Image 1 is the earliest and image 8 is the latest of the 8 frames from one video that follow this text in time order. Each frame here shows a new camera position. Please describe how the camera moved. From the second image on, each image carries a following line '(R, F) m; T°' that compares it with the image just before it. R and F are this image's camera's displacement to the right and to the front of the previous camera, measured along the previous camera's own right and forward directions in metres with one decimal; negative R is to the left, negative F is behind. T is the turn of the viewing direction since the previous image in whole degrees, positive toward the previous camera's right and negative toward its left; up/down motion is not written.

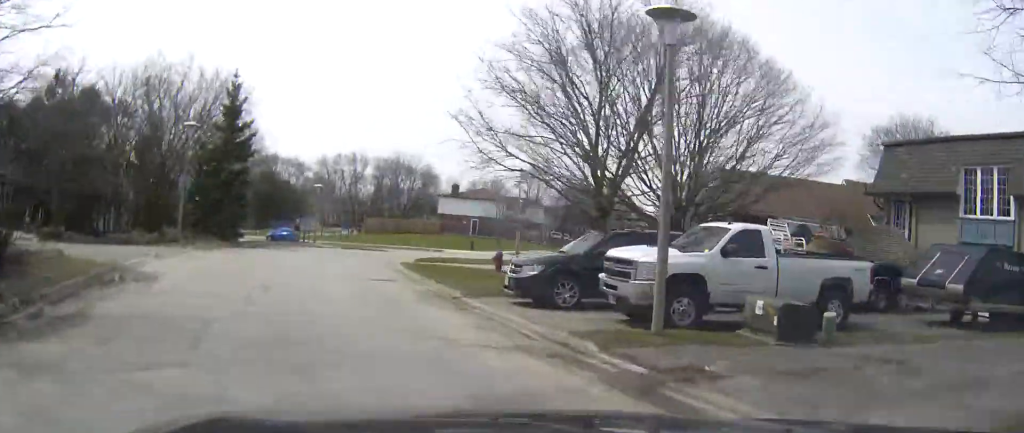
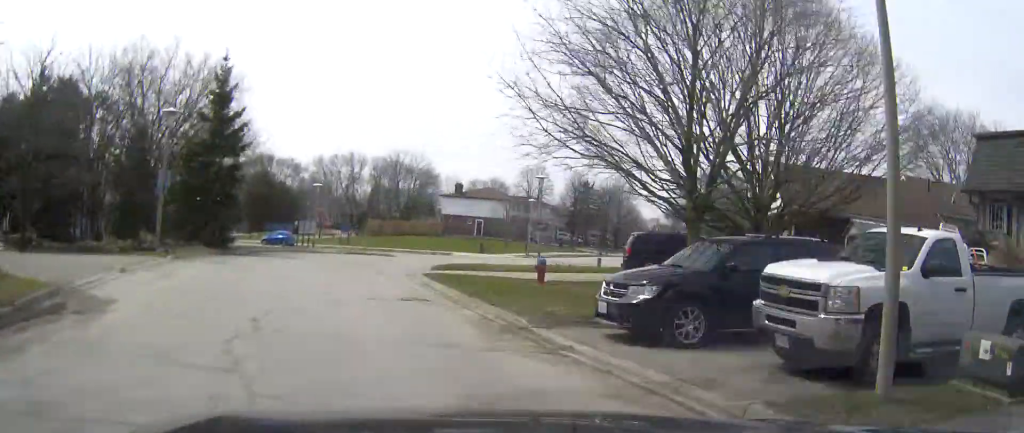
(0.0, +4.8) m; +1°
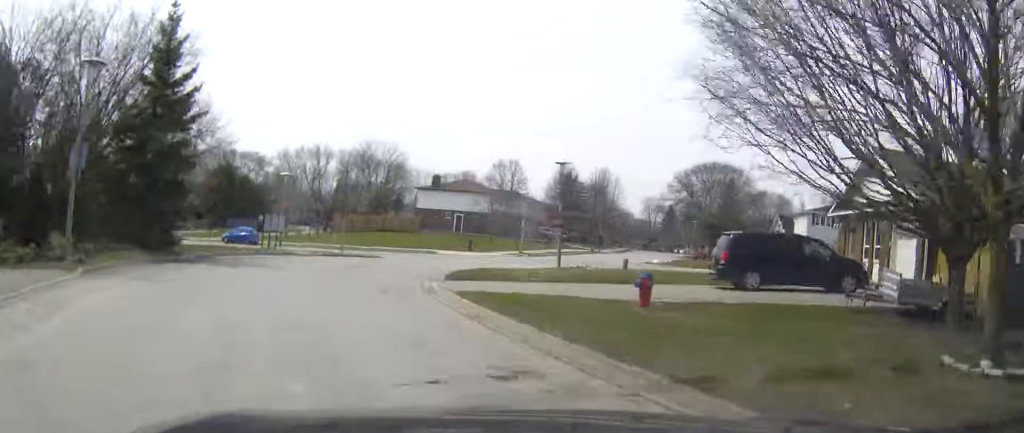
(+0.1, +8.7) m; +3°
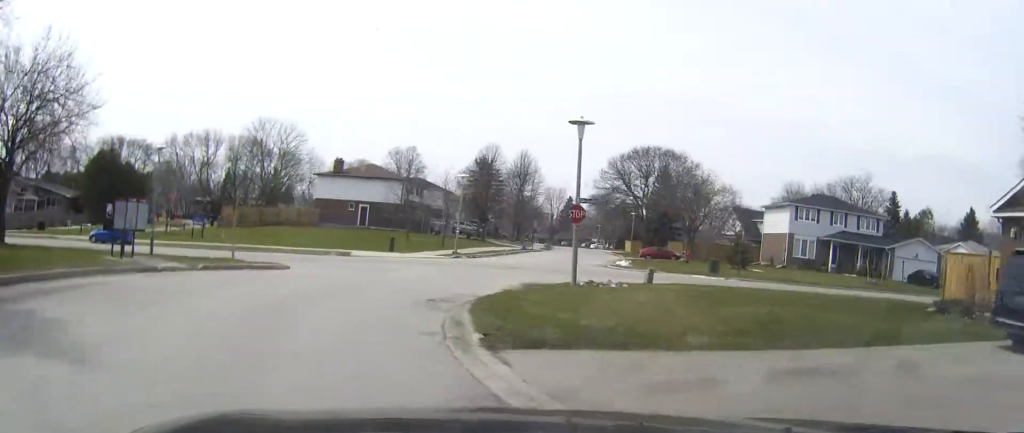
(+0.8, +14.4) m; +6°
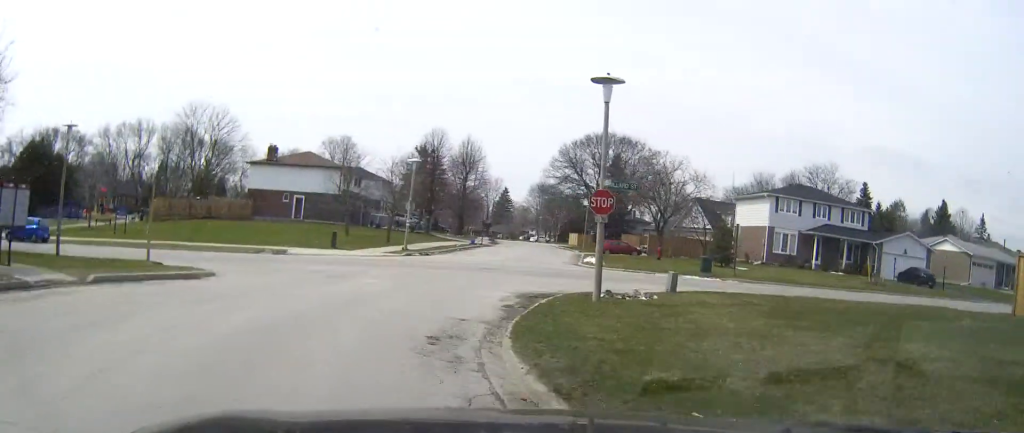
(+0.2, +6.9) m; +5°
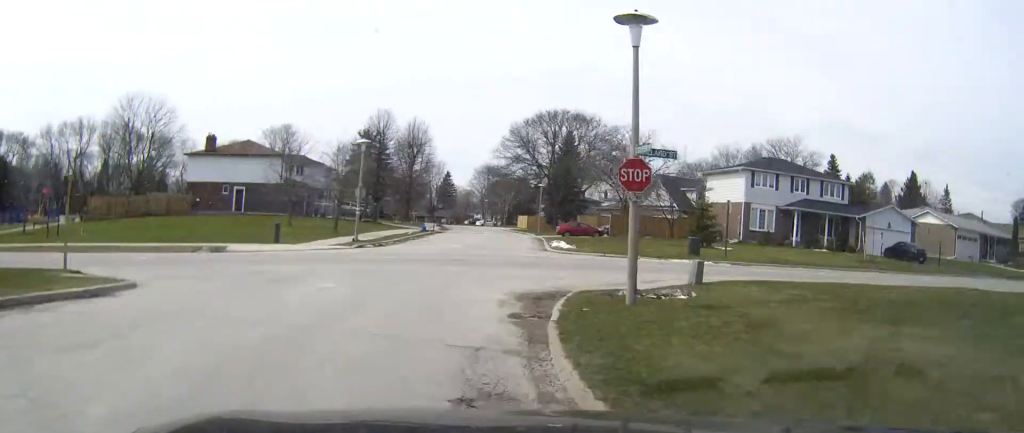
(+0.1, +5.0) m; +4°
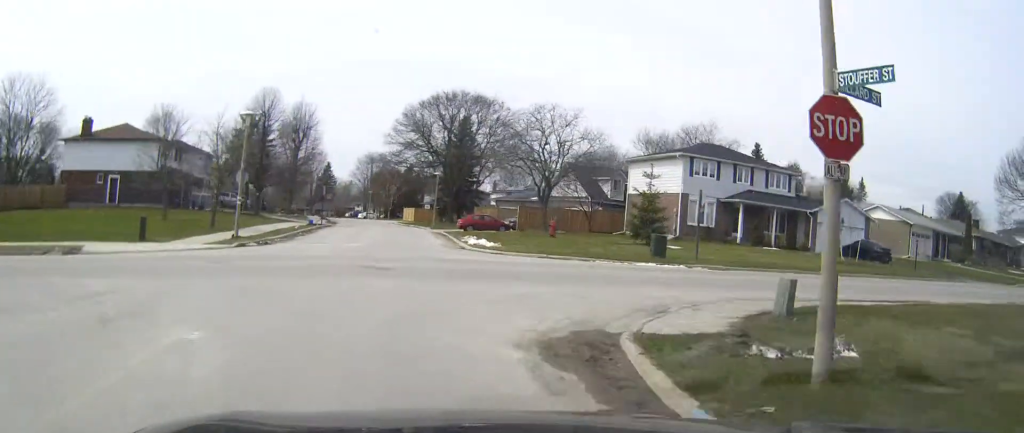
(+0.7, +8.3) m; +8°
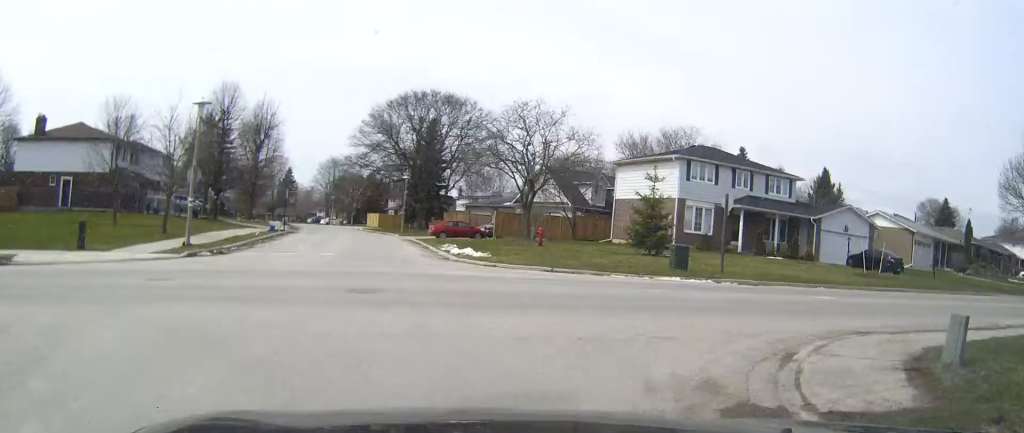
(+0.4, +6.0) m; +4°
